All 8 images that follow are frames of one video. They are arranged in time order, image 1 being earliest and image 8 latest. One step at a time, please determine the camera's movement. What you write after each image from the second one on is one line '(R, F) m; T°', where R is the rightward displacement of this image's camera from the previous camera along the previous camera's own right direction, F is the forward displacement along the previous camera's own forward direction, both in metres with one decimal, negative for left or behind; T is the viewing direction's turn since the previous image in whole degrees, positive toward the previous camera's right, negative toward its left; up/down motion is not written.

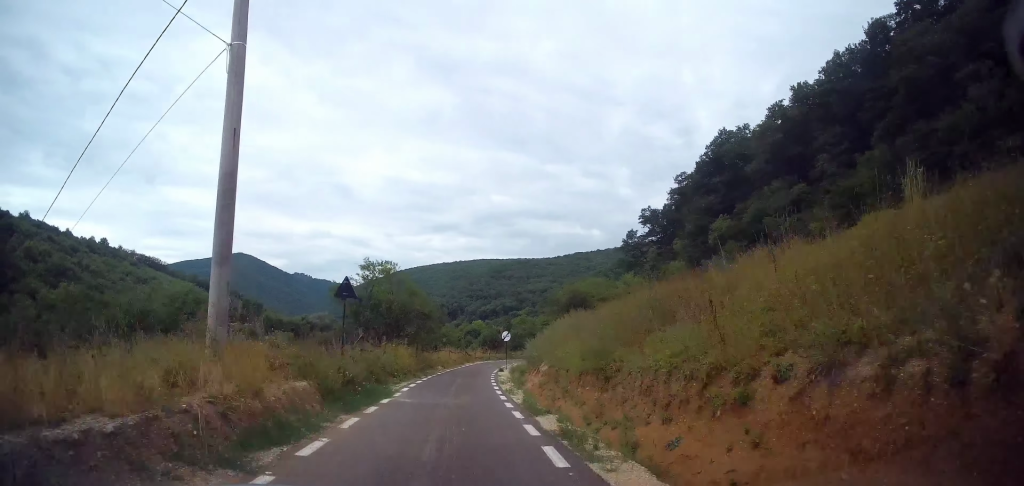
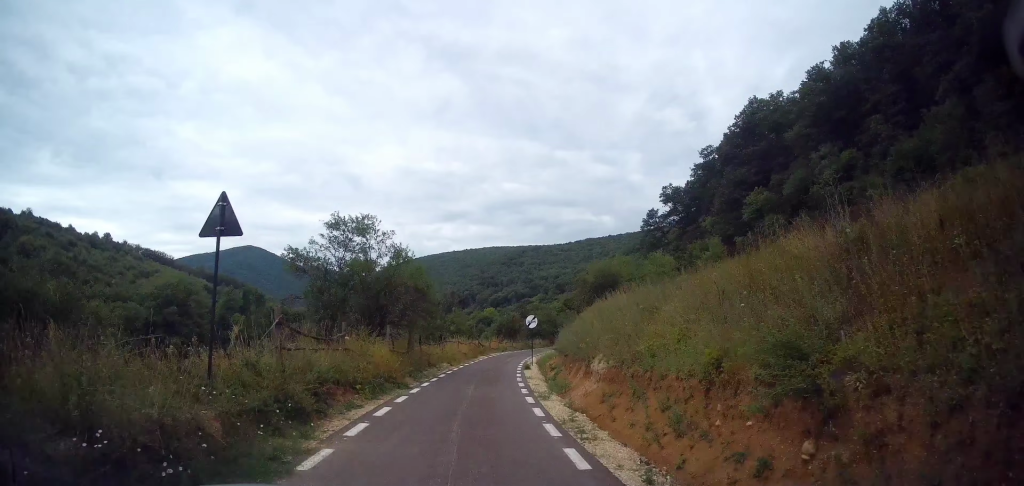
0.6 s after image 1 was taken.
(-0.4, +8.0) m; -1°
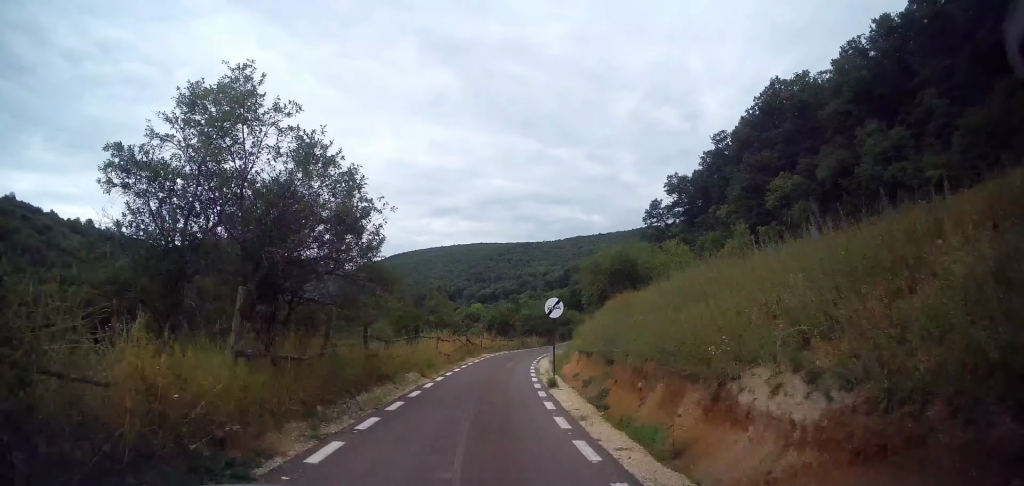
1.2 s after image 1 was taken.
(-0.3, +9.5) m; 0°
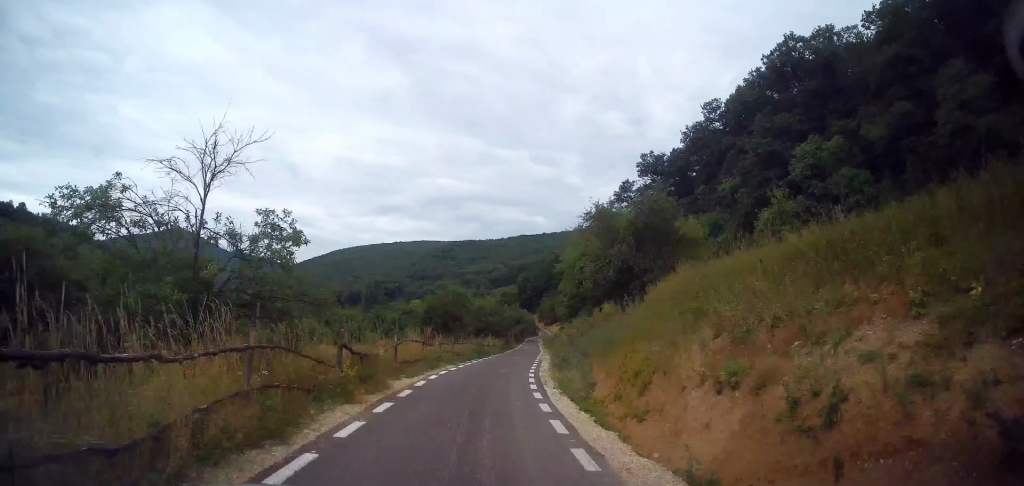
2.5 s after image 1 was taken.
(+0.9, +18.0) m; +6°
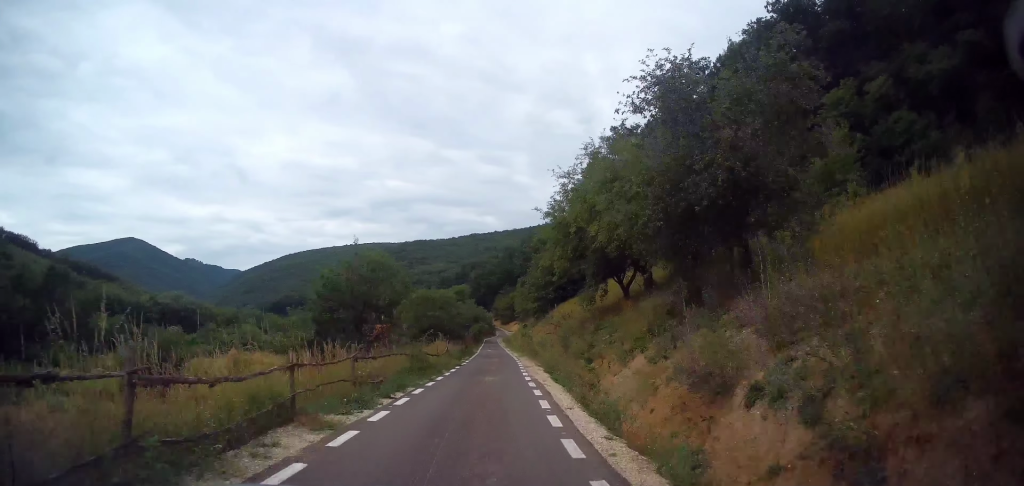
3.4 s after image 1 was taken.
(+0.5, +13.4) m; +5°
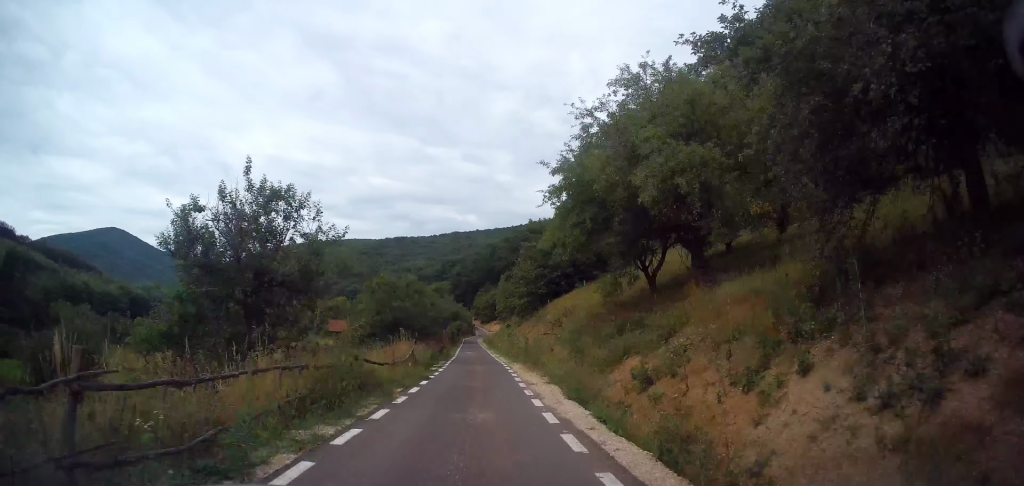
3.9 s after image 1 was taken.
(+0.5, +8.1) m; +2°
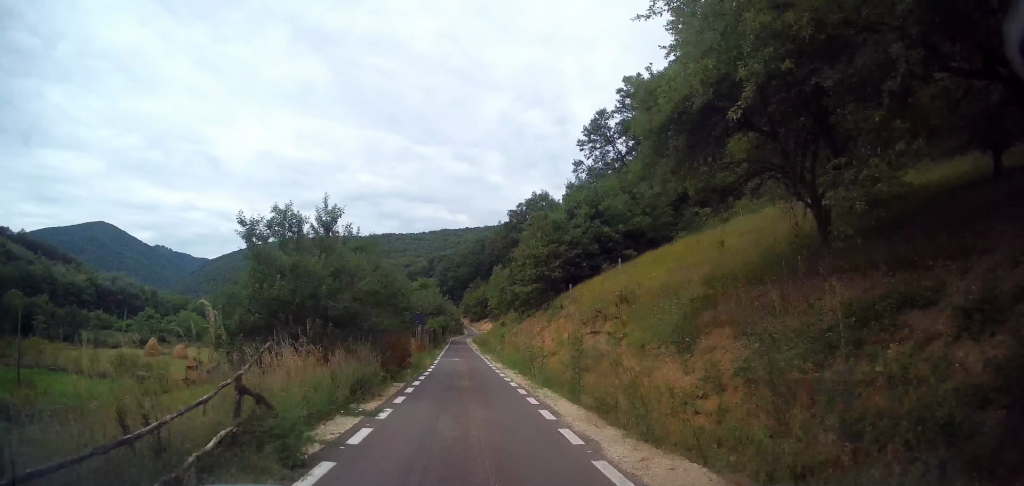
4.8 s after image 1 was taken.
(0.0, +13.5) m; 0°
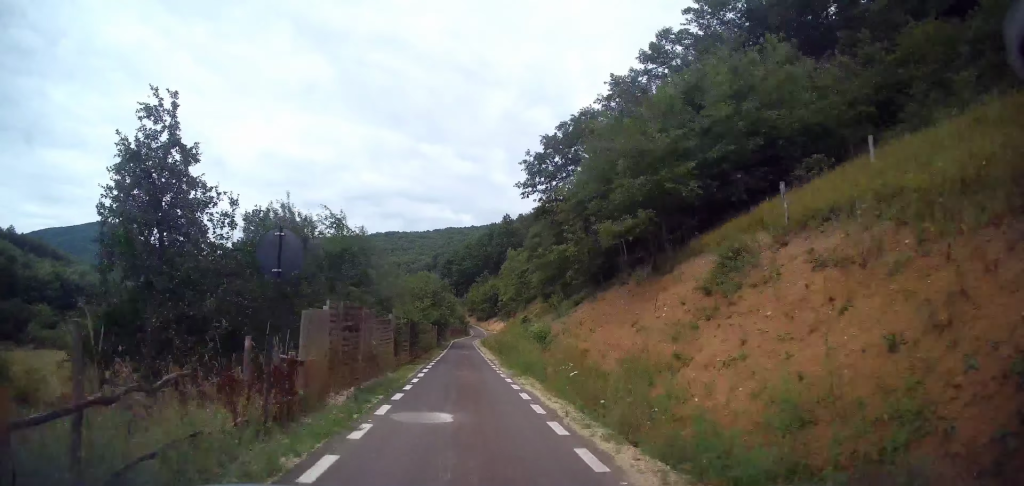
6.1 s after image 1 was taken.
(0.0, +21.2) m; +1°
